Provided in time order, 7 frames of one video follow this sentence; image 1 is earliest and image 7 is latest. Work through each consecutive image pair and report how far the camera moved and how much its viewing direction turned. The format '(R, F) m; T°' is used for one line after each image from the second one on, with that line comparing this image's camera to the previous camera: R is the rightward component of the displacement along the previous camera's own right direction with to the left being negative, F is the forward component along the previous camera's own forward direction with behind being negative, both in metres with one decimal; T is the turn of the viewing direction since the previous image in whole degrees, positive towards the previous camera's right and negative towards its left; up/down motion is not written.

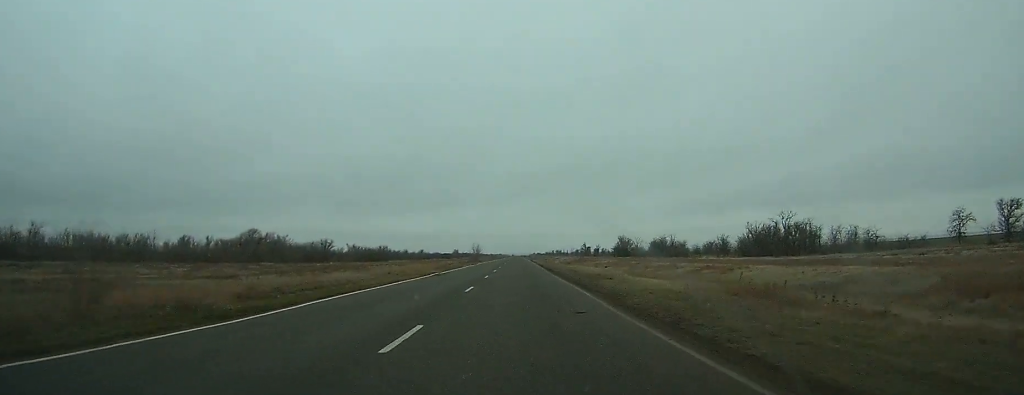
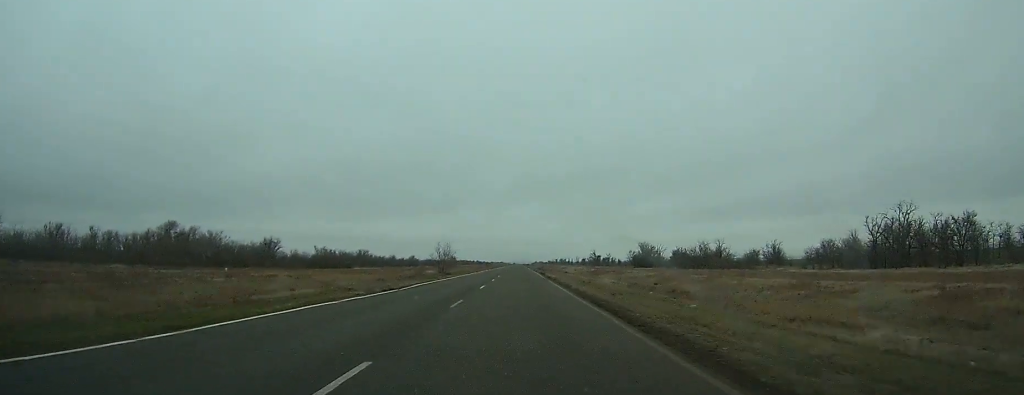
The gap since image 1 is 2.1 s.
(-0.1, +53.0) m; 0°
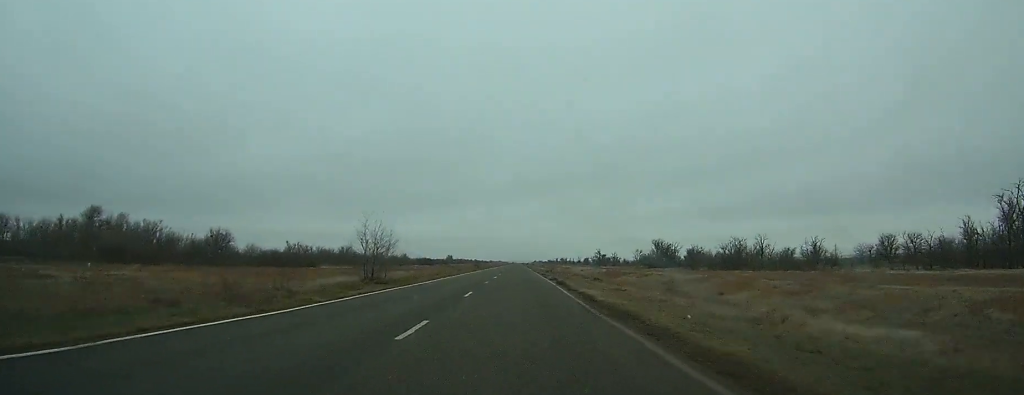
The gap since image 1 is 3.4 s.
(0.0, +30.8) m; 0°
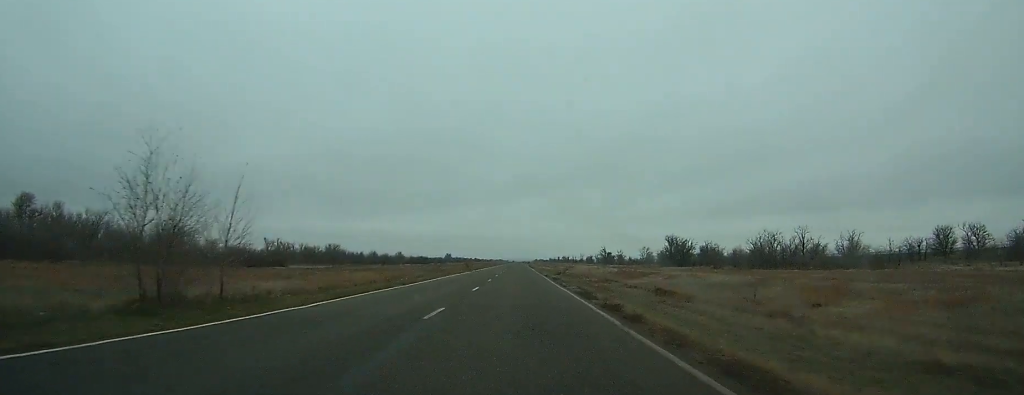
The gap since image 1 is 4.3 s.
(0.0, +20.5) m; 0°
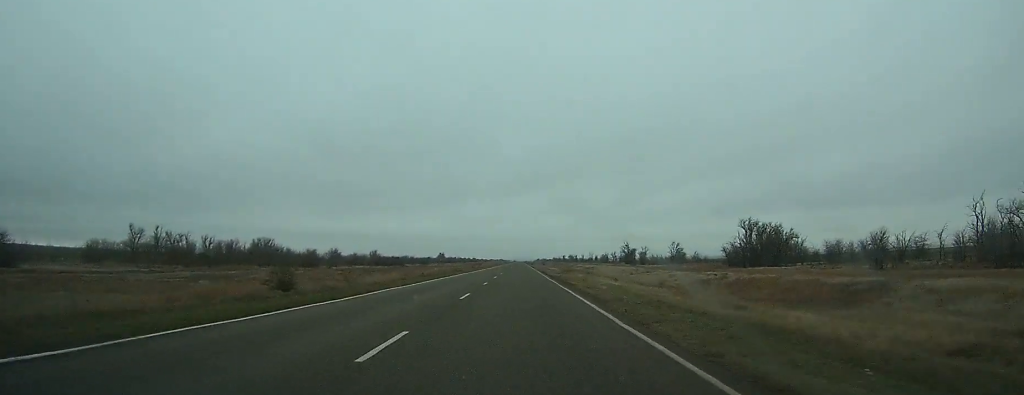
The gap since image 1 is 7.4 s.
(0.0, +73.9) m; 0°
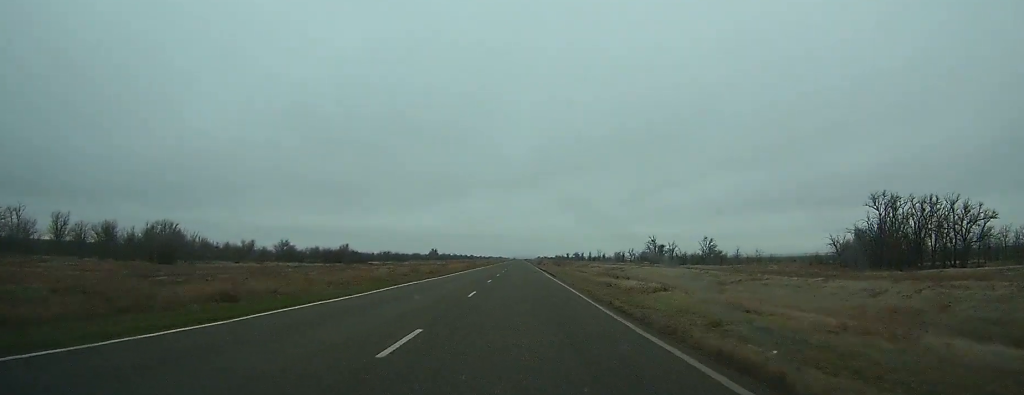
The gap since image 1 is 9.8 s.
(+0.1, +61.8) m; 0°
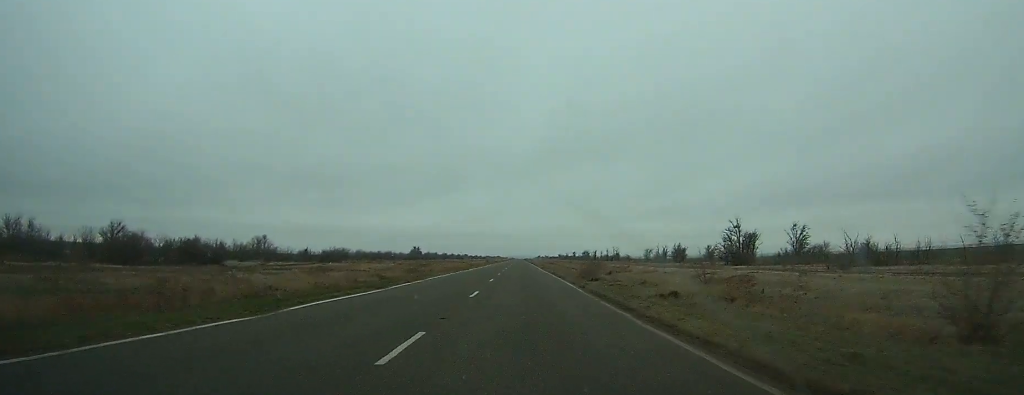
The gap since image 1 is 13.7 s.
(-0.1, +98.1) m; 0°
